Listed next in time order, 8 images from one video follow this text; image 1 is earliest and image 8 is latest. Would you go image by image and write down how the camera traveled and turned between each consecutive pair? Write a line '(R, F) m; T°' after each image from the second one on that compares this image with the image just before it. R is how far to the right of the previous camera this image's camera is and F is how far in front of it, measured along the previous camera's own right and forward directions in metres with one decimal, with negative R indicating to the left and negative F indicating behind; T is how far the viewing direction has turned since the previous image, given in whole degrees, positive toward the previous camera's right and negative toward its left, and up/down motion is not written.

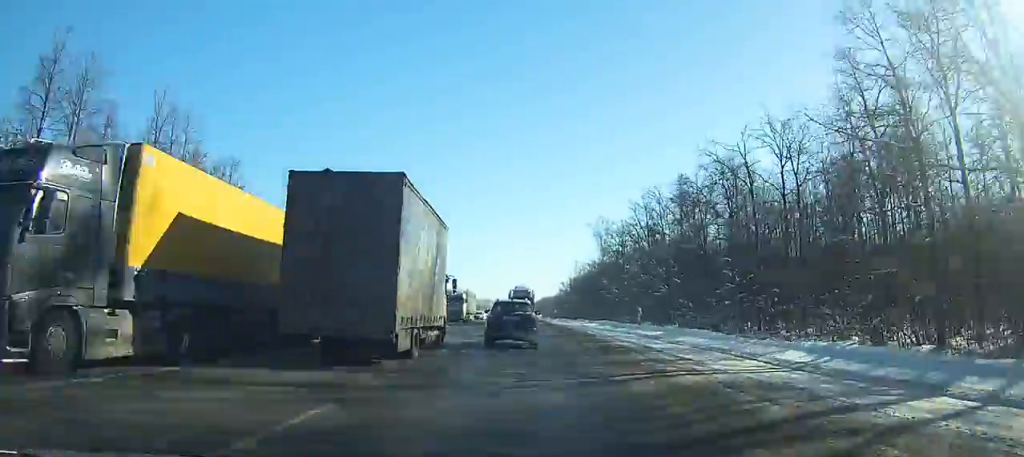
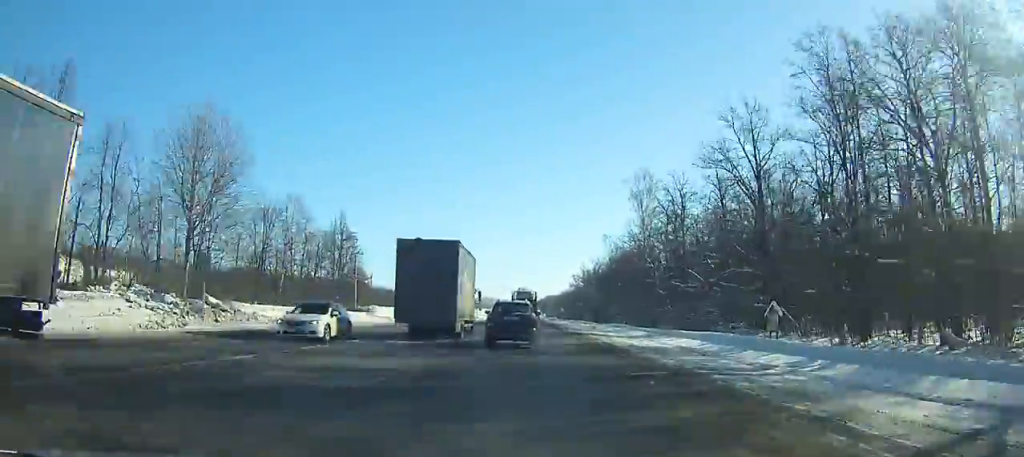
(+0.3, +43.4) m; 0°
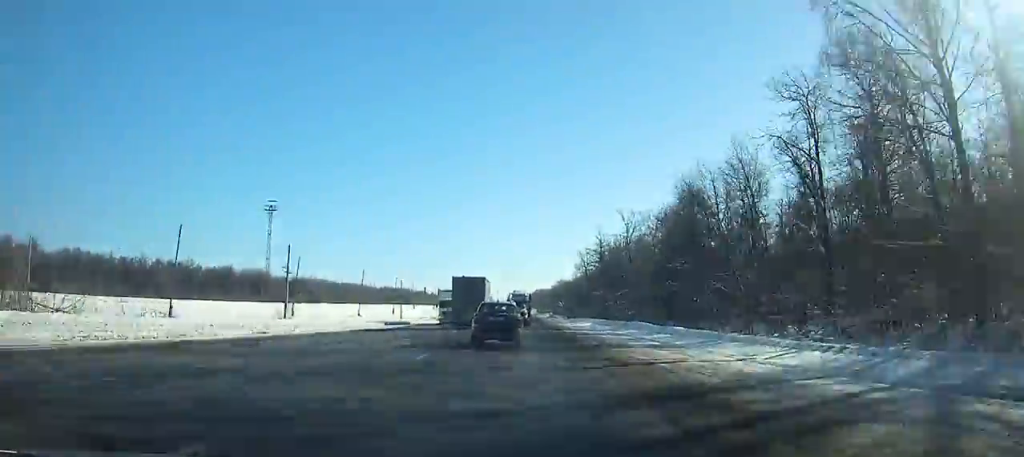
(-0.1, +69.5) m; 0°
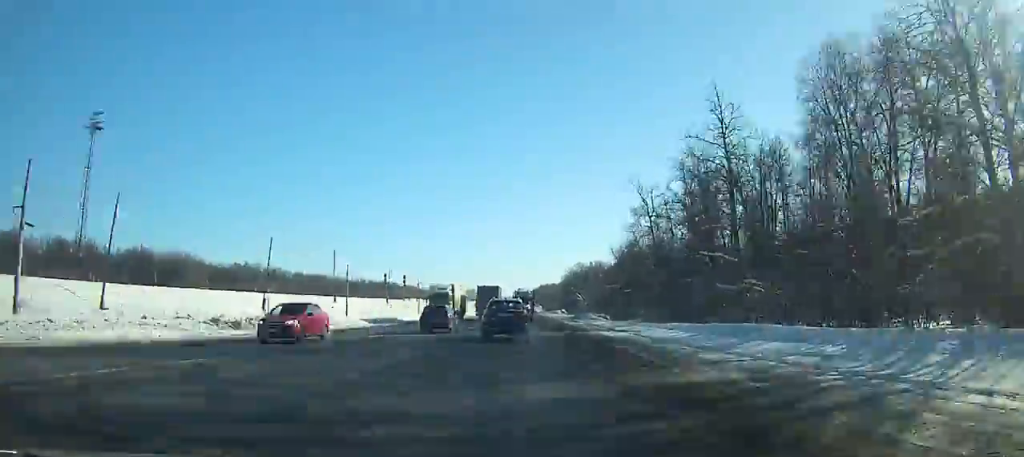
(+0.4, +79.1) m; 0°
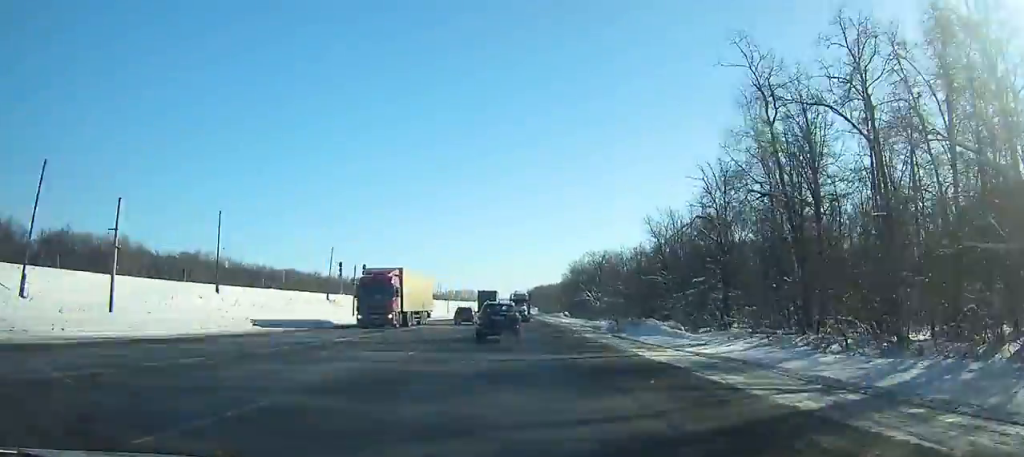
(-0.1, +40.7) m; 0°
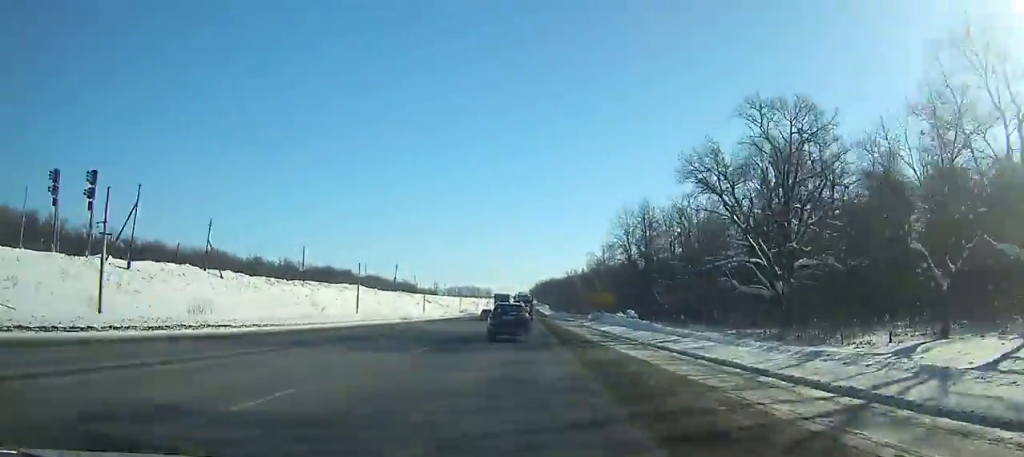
(-0.4, +94.4) m; -1°
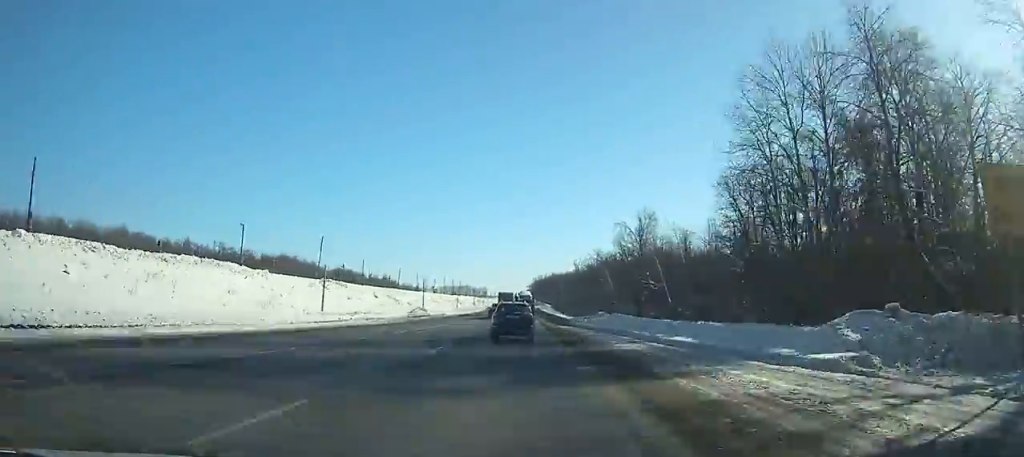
(-0.3, +60.8) m; 0°
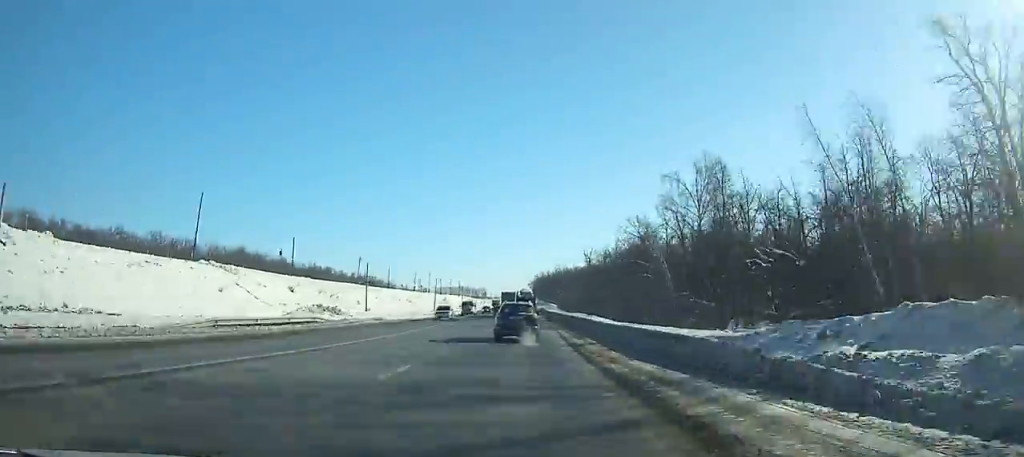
(-0.1, +42.4) m; 0°
